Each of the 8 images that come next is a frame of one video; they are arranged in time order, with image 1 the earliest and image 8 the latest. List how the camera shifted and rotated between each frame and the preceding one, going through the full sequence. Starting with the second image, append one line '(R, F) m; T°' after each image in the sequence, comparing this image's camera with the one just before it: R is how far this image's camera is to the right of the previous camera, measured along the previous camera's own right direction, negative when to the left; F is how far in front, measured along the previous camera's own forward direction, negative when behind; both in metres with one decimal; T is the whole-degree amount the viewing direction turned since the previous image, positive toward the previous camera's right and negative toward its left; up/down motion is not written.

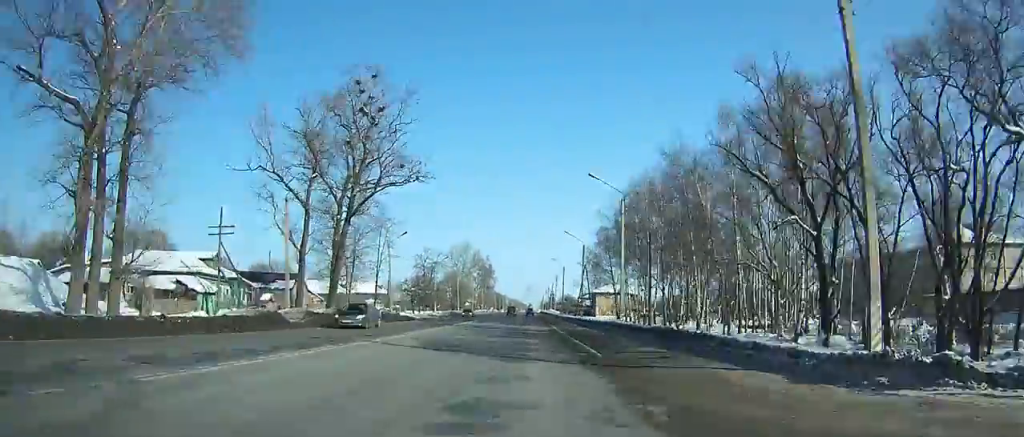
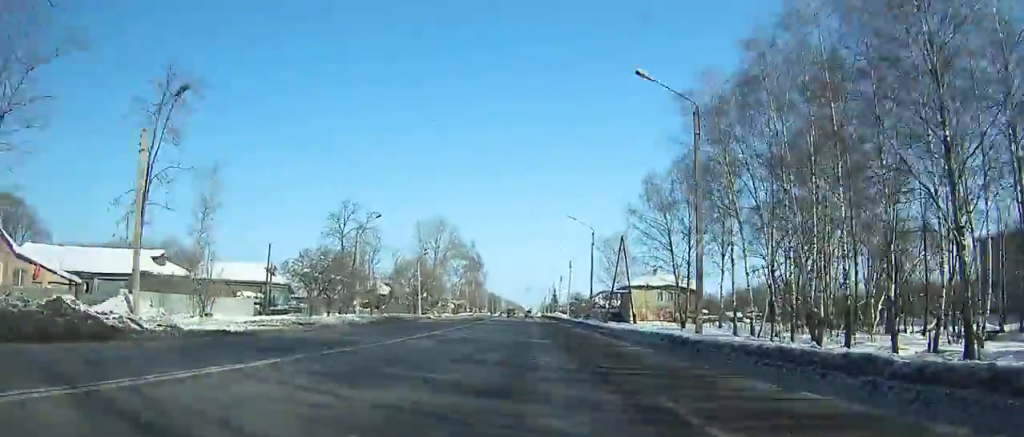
(+0.3, +49.8) m; 0°
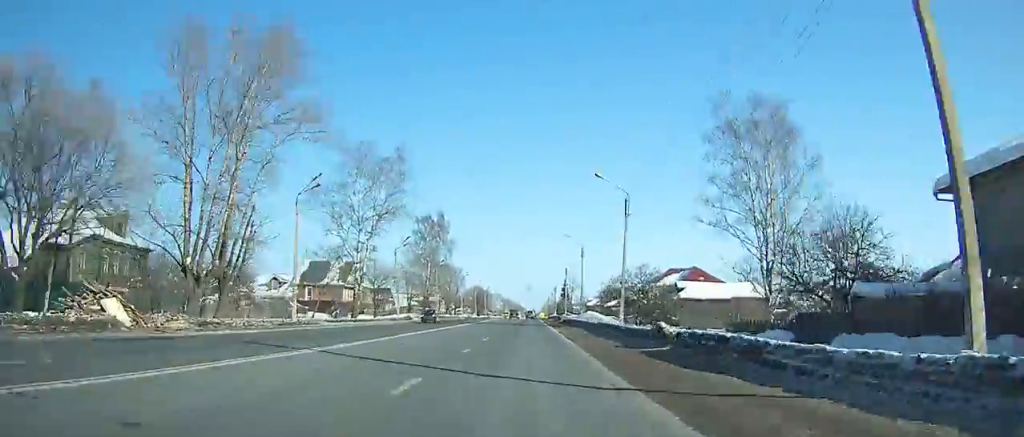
(+0.1, +83.1) m; 0°
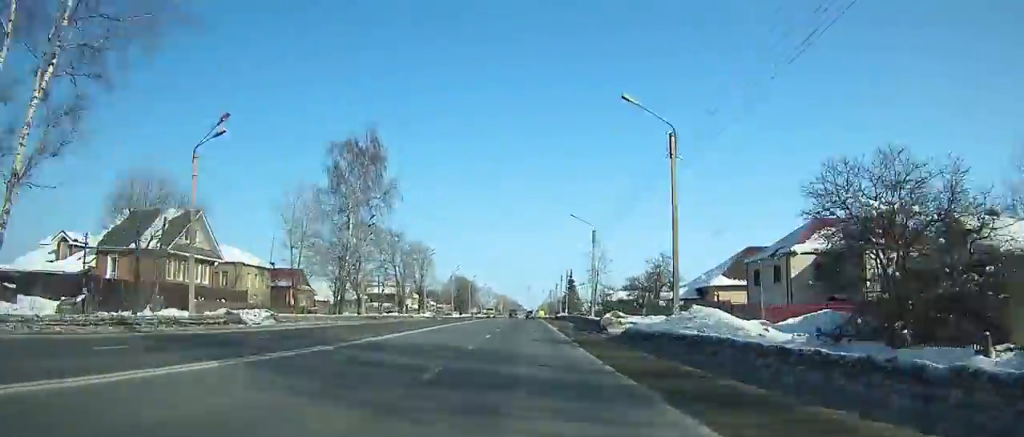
(0.0, +44.8) m; 0°
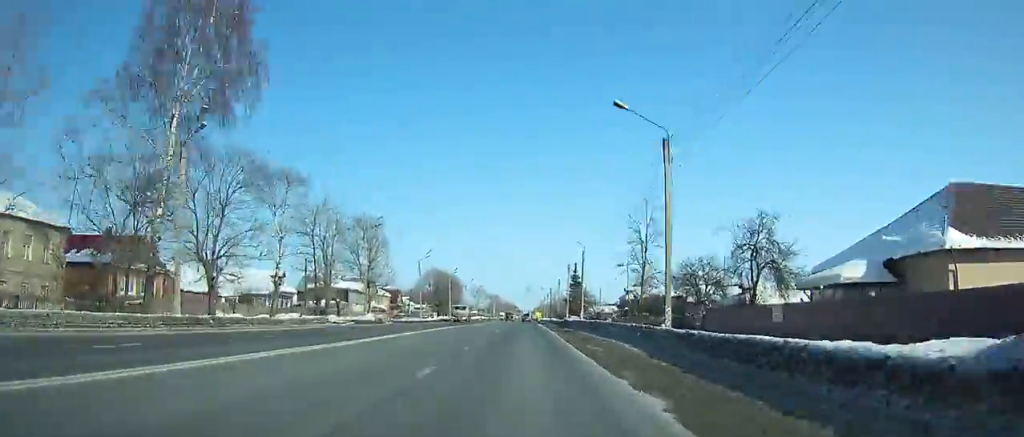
(0.0, +32.8) m; 0°
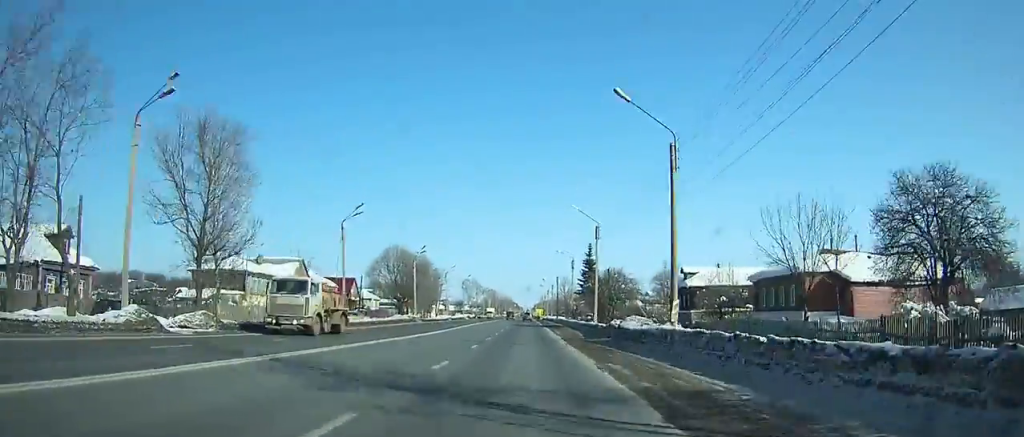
(0.0, +38.4) m; 0°
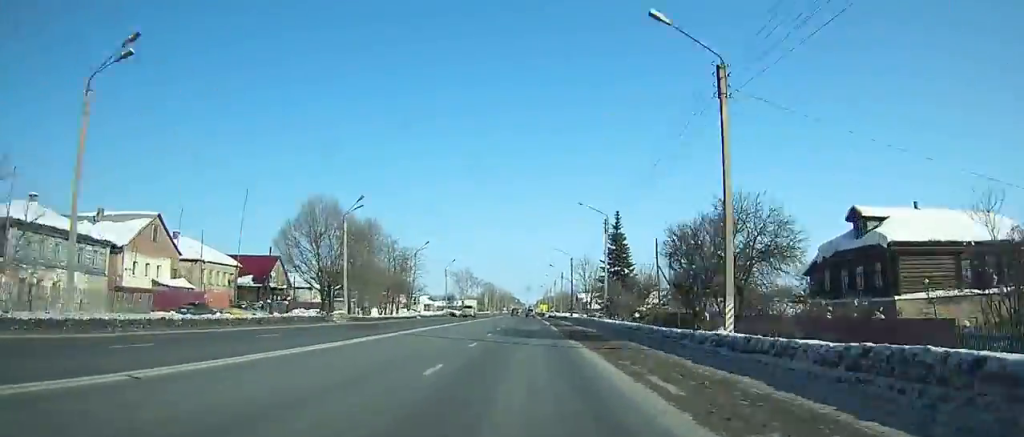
(0.0, +34.3) m; 0°
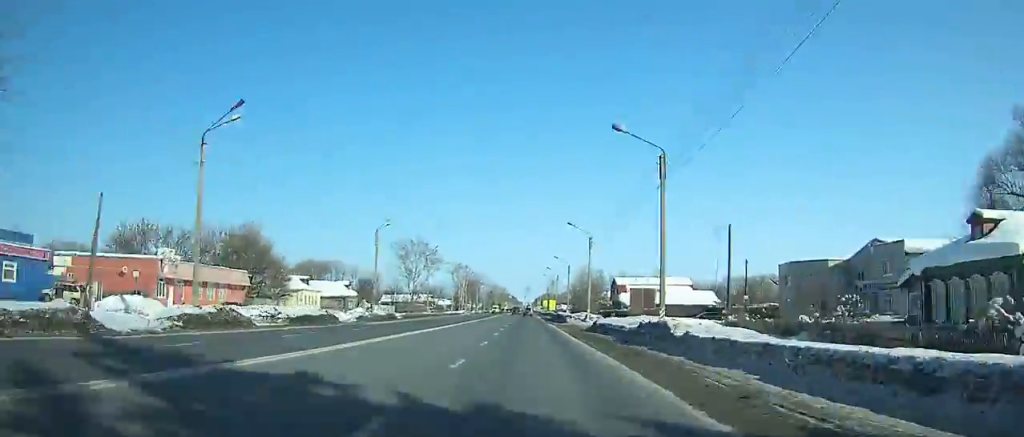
(+0.1, +85.4) m; 0°
